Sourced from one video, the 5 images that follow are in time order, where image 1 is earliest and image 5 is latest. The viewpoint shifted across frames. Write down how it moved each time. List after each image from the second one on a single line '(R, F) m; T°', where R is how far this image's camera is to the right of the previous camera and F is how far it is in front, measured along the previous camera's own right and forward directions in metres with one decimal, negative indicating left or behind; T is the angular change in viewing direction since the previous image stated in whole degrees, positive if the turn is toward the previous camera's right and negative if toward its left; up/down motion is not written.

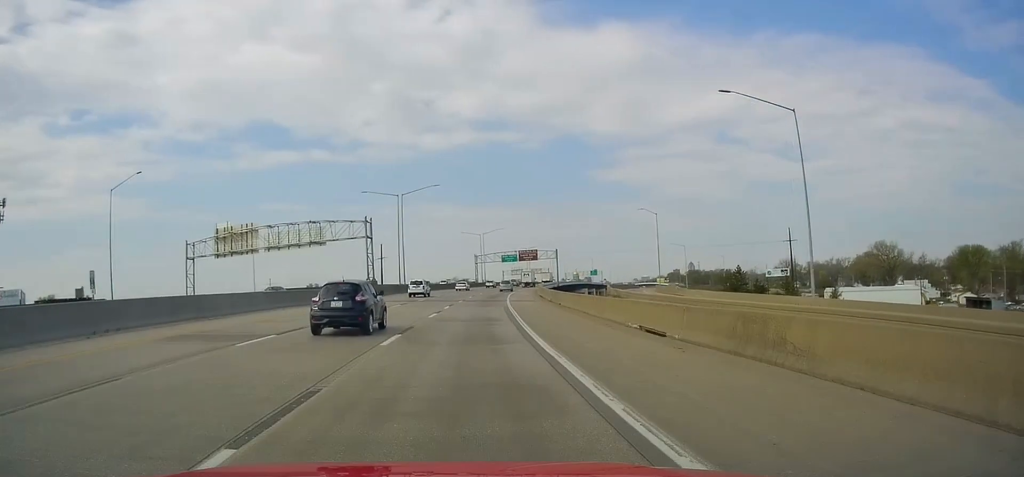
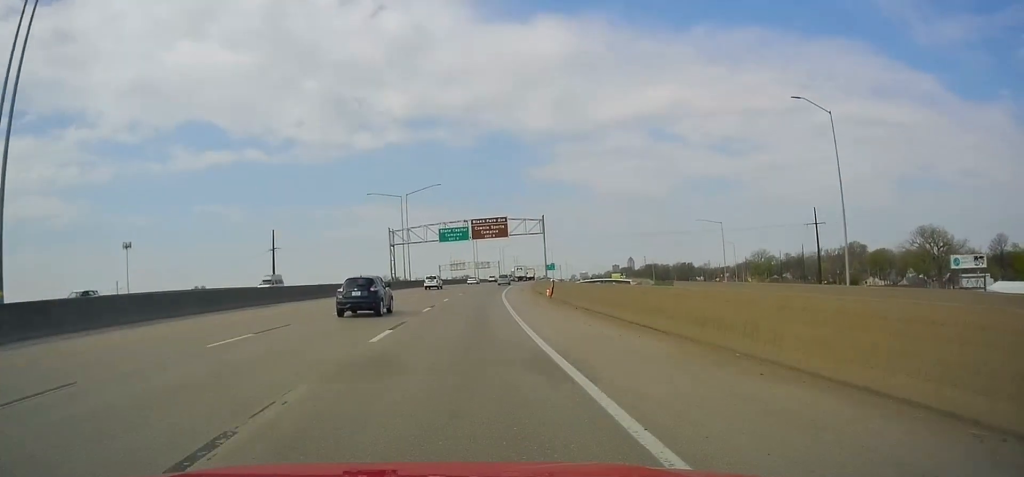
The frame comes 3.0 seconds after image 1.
(+4.9, +72.6) m; +7°
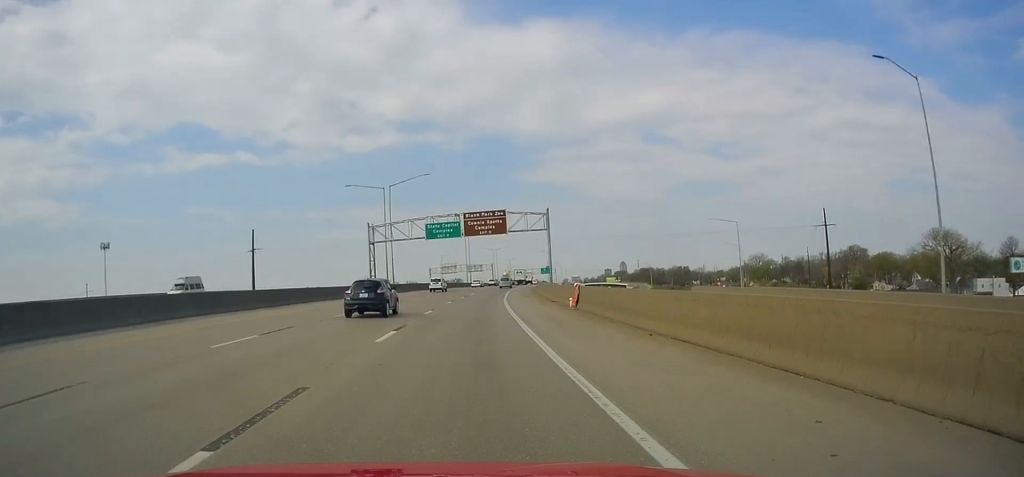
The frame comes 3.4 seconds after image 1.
(+0.2, +11.8) m; 0°
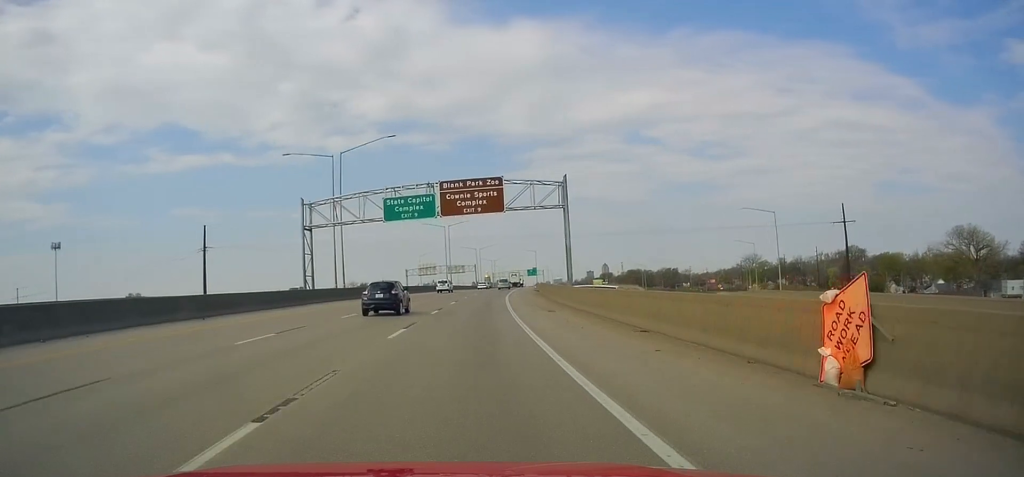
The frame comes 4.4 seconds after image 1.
(-0.1, +23.2) m; +2°
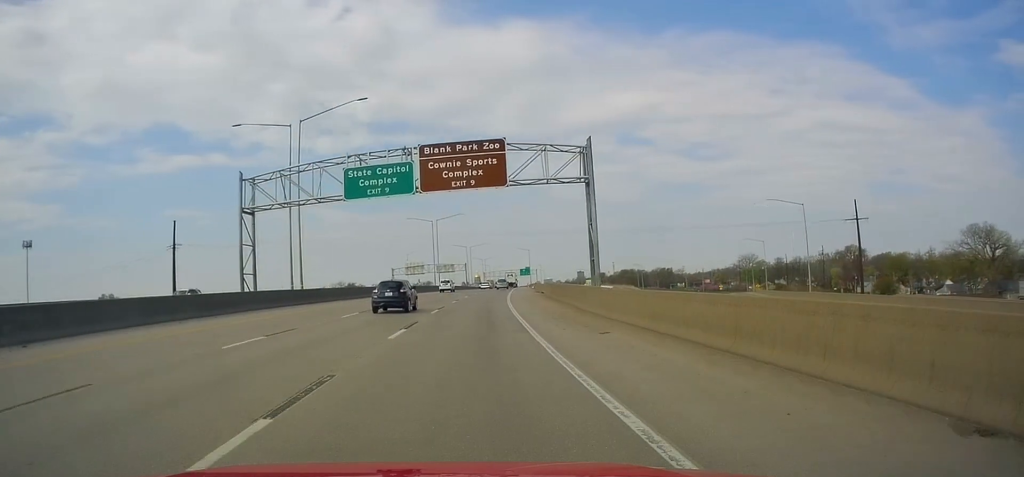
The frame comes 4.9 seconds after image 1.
(+0.3, +12.4) m; +2°
